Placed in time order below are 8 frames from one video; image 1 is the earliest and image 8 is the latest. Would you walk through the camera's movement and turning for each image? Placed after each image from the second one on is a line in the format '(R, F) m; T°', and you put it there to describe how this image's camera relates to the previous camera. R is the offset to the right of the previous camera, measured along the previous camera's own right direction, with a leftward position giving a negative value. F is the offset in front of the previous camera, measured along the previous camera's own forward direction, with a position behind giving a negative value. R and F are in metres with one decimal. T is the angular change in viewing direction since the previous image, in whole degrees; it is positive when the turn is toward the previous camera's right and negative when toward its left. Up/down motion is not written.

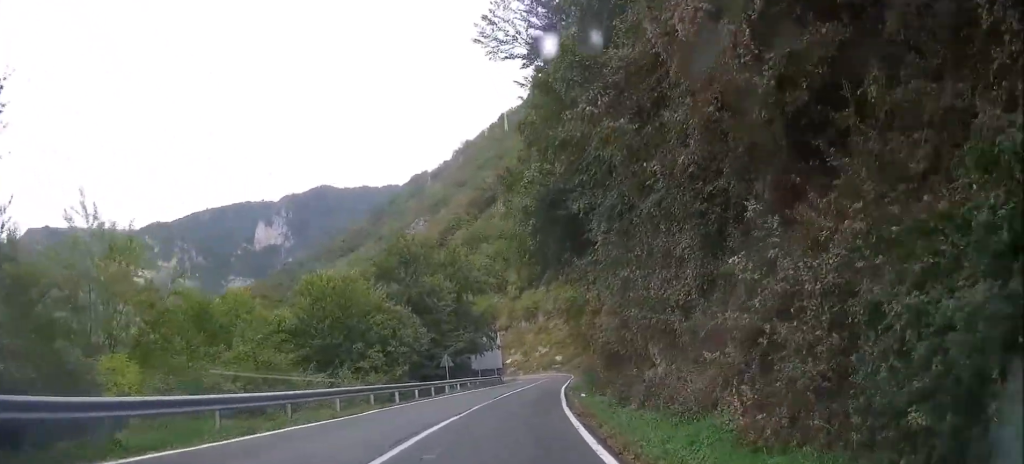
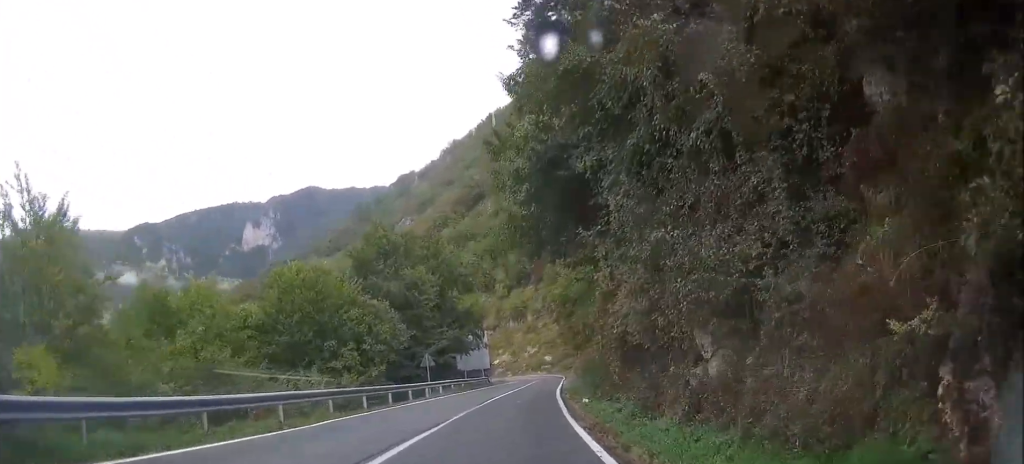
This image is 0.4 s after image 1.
(+0.1, +4.7) m; +1°
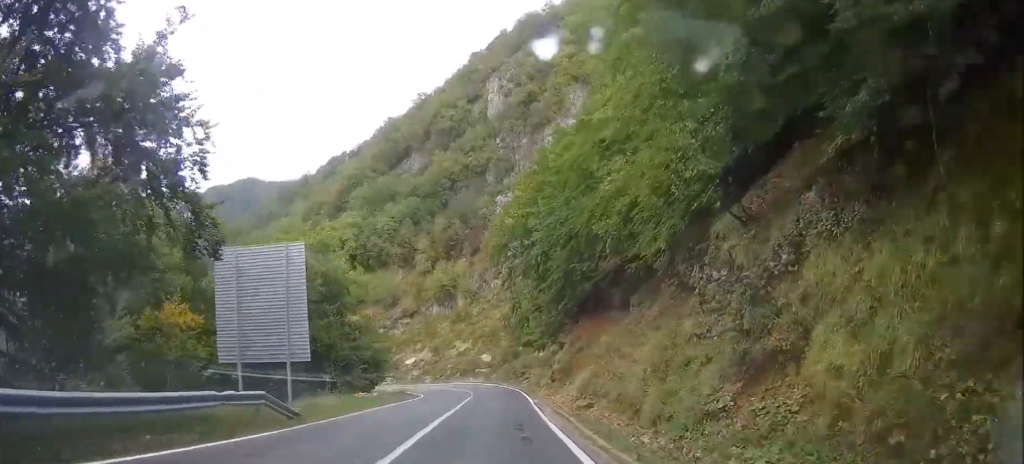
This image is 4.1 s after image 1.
(+2.2, +45.6) m; +9°
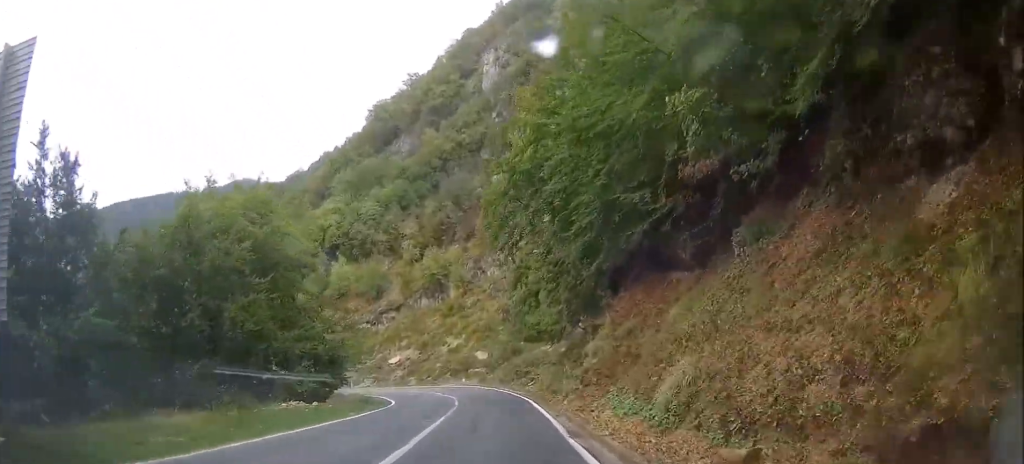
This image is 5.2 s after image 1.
(+0.3, +14.2) m; 0°
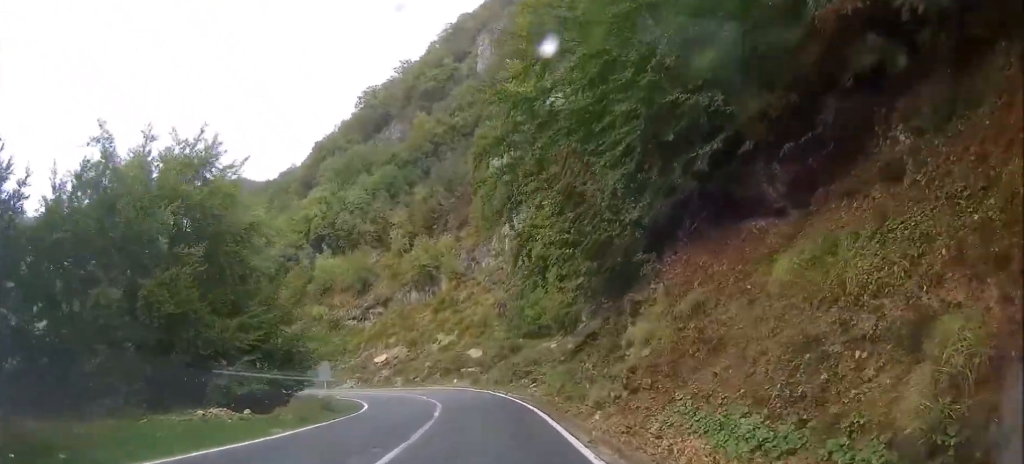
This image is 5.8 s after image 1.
(-0.1, +8.1) m; -1°
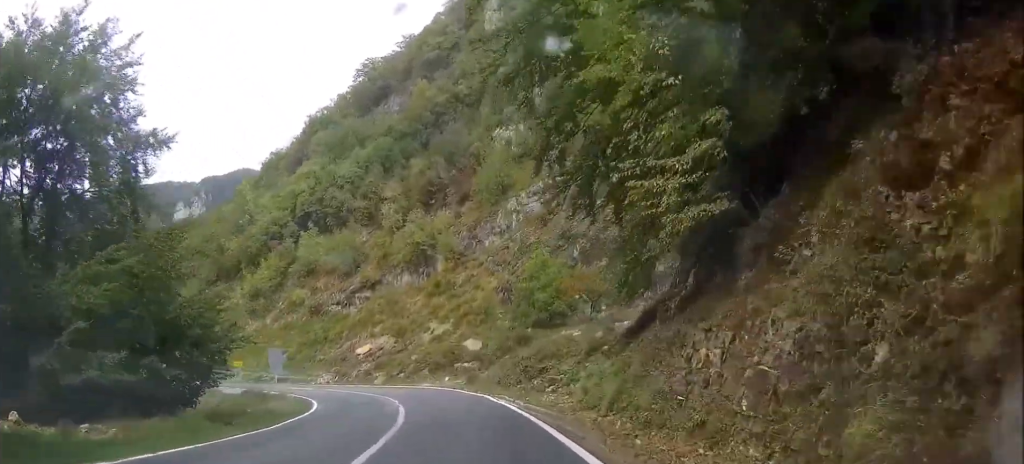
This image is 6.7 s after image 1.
(-0.2, +12.2) m; -1°
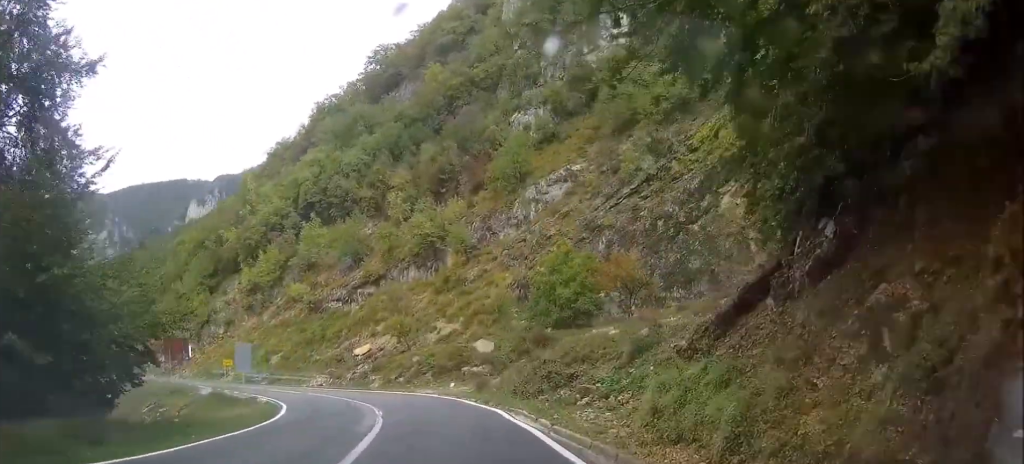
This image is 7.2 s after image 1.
(0.0, +7.3) m; 0°
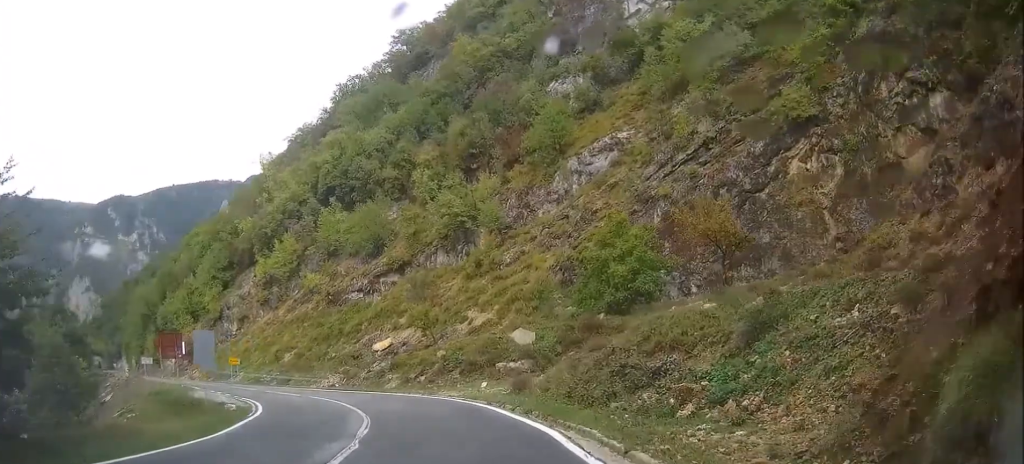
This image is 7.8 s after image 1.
(0.0, +8.6) m; -3°
